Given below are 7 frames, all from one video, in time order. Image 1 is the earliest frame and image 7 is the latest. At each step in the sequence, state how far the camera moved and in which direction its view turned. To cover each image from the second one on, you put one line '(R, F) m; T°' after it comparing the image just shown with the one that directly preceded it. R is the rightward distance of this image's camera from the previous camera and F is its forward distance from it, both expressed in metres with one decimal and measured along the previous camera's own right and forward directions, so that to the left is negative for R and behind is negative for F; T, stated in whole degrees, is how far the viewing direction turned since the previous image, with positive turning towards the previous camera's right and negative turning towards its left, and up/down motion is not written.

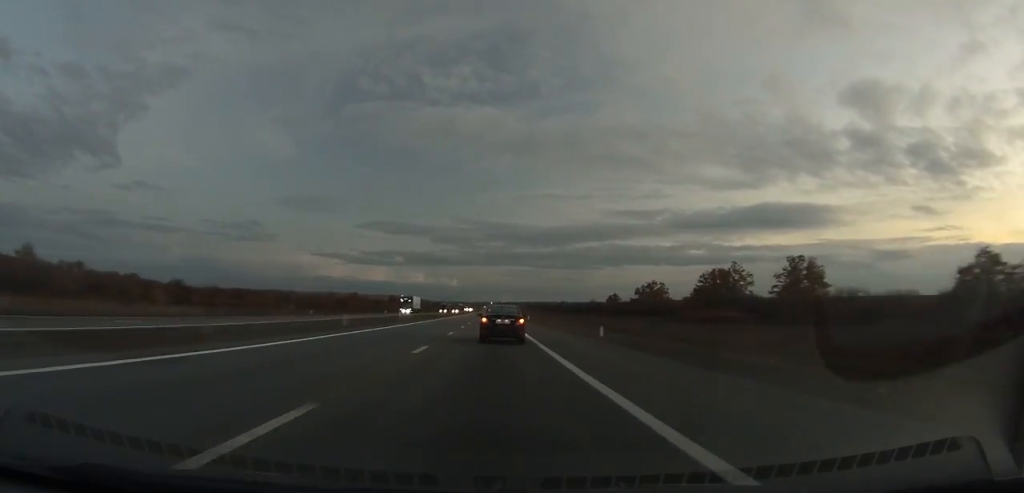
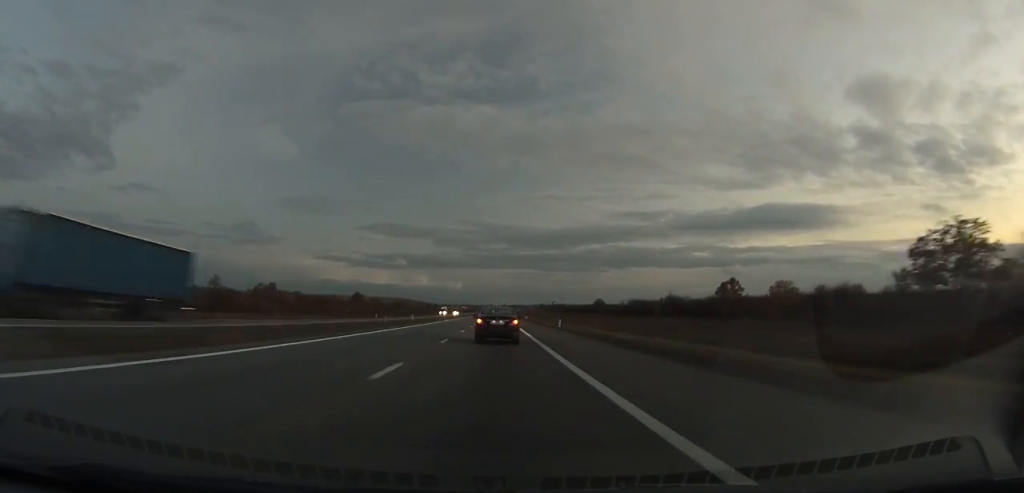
(-0.2, +116.7) m; 0°
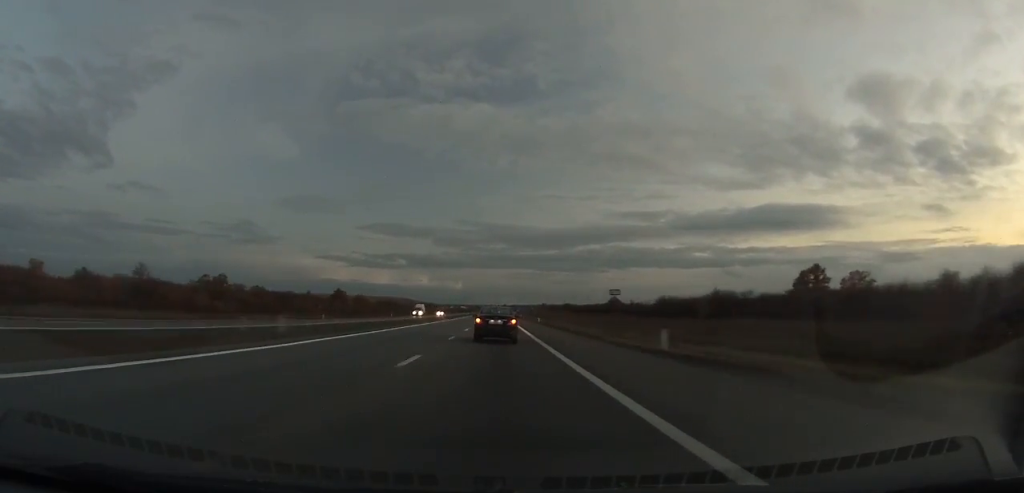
(0.0, +36.0) m; 0°
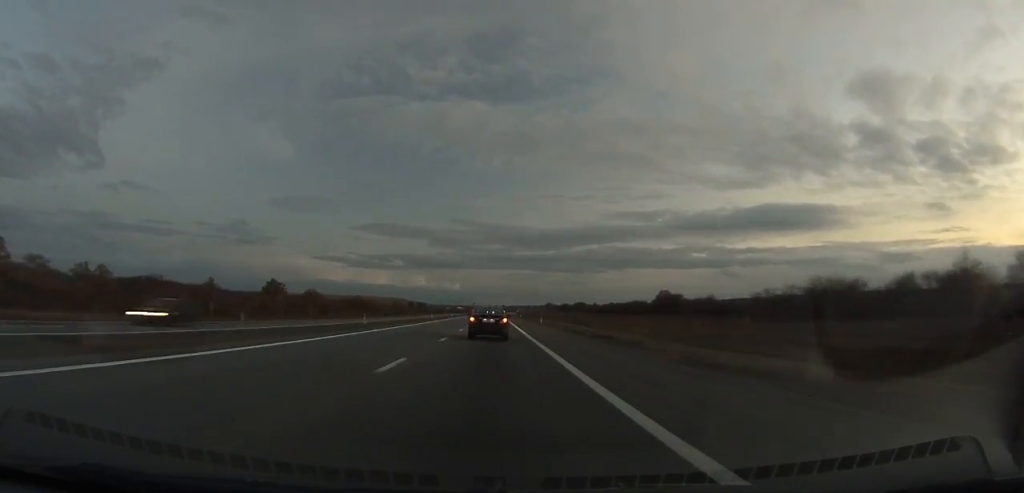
(+0.1, +76.6) m; 0°
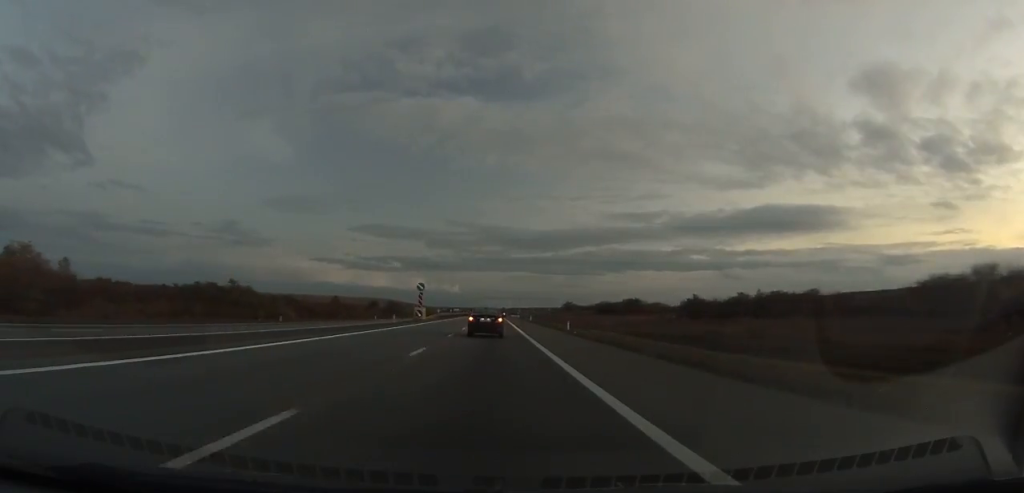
(-0.1, +138.4) m; 0°
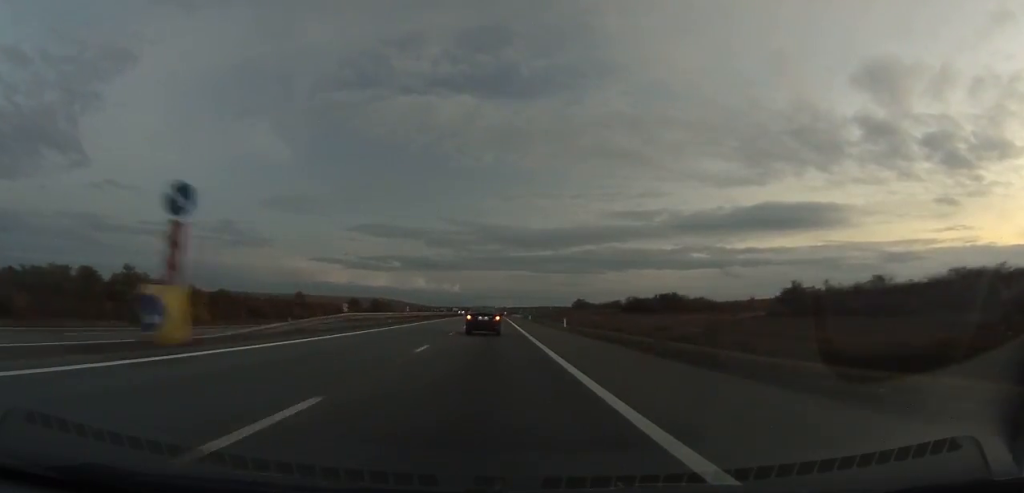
(-0.1, +47.3) m; 0°
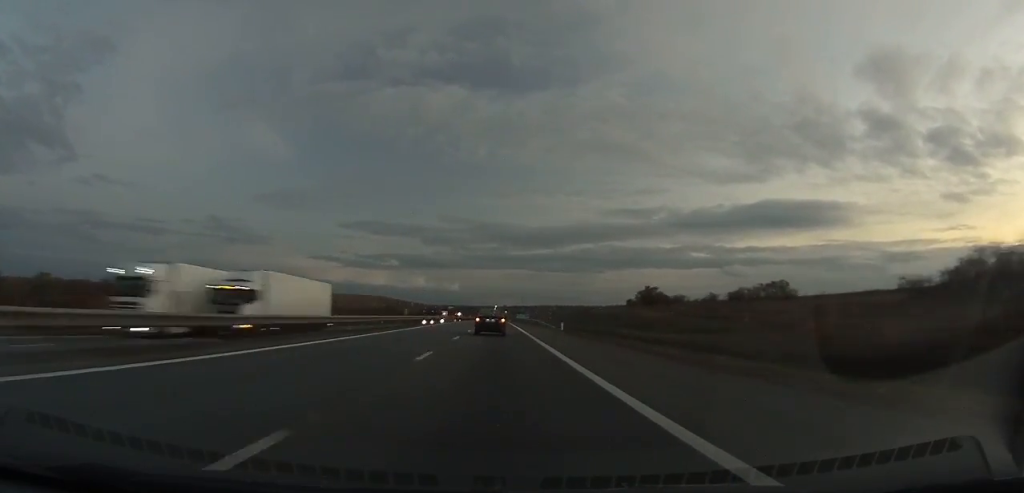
(+0.1, +145.4) m; 0°
